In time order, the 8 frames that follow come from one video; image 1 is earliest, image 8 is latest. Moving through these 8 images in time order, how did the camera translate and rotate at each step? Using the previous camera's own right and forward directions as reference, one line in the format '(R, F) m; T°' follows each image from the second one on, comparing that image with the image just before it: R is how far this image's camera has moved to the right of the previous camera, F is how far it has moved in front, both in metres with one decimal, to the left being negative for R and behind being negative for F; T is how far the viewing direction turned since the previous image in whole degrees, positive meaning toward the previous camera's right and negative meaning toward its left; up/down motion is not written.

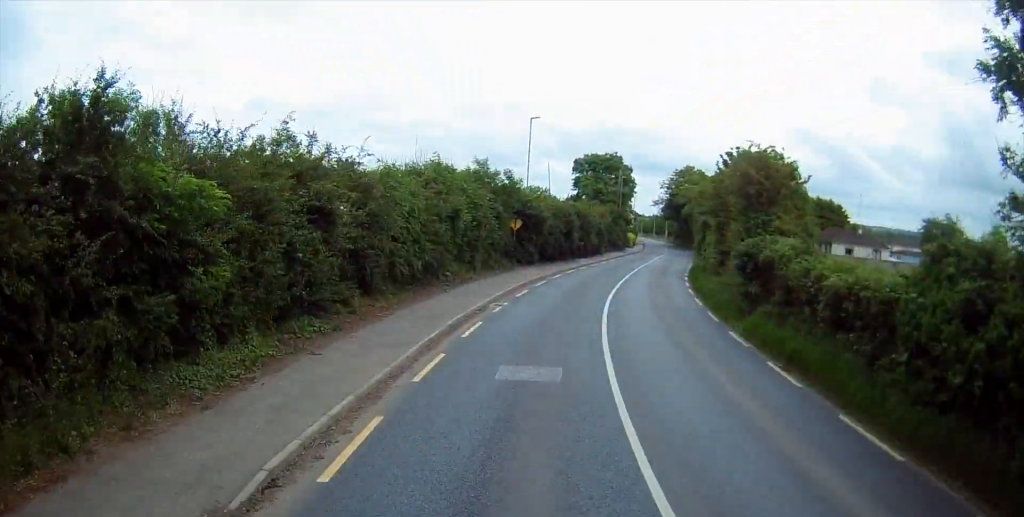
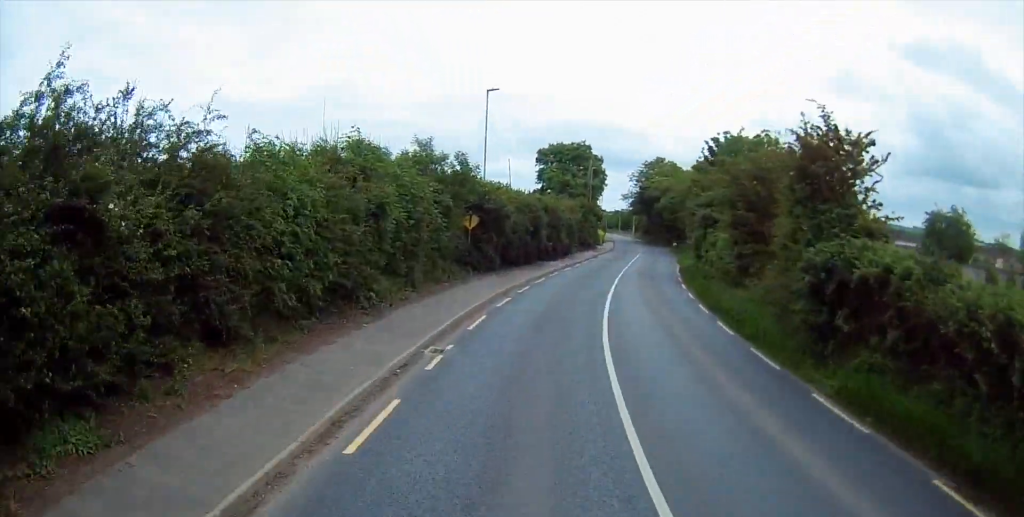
(-0.1, +7.2) m; +3°
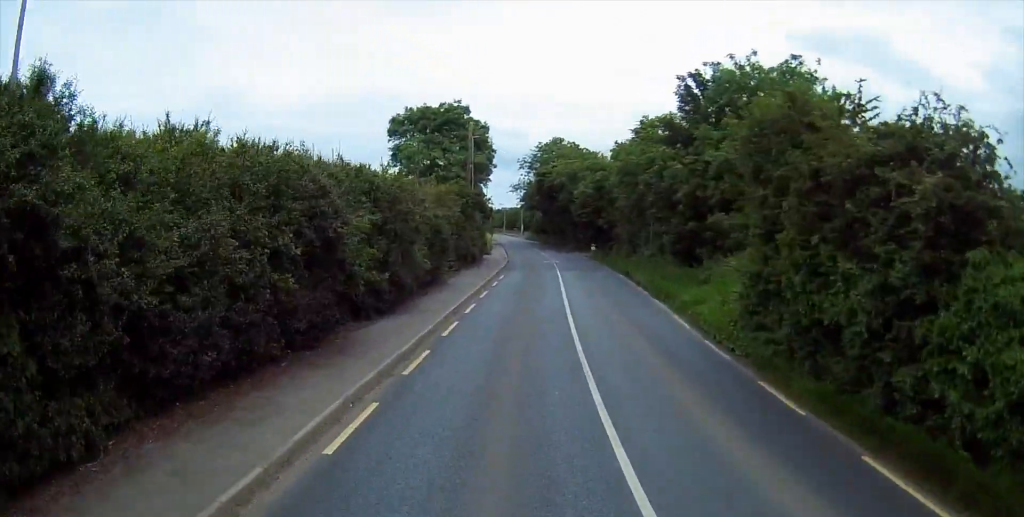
(+2.4, +23.1) m; +11°
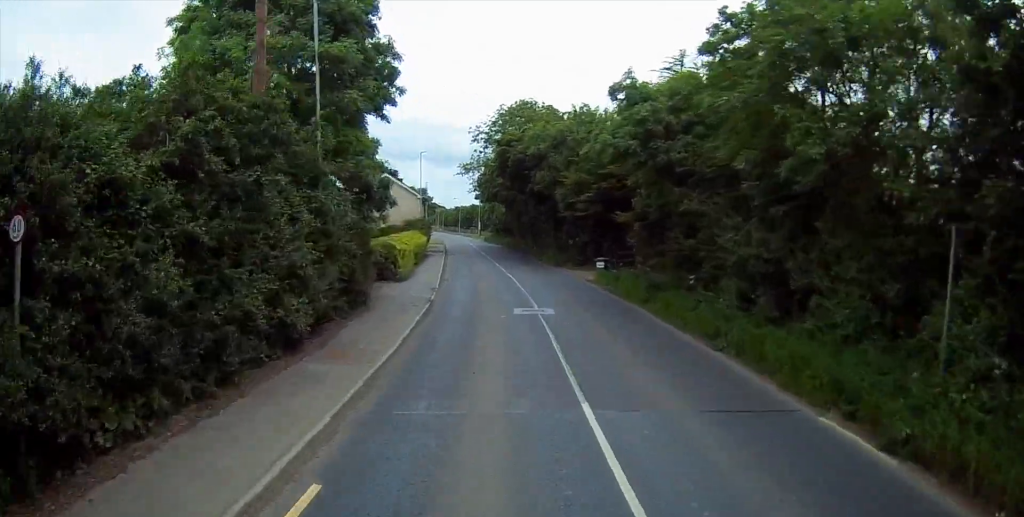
(+1.6, +26.8) m; +4°
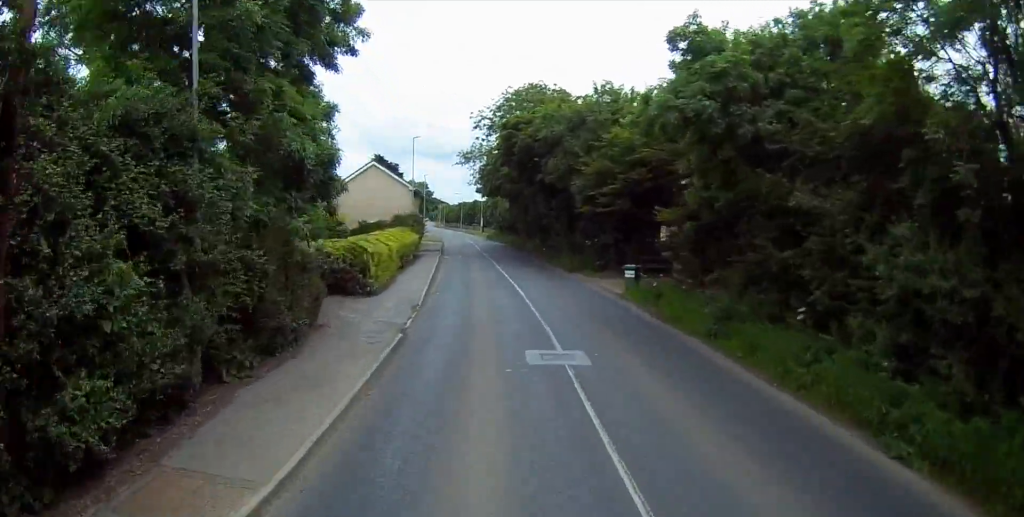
(-0.2, +6.8) m; 0°
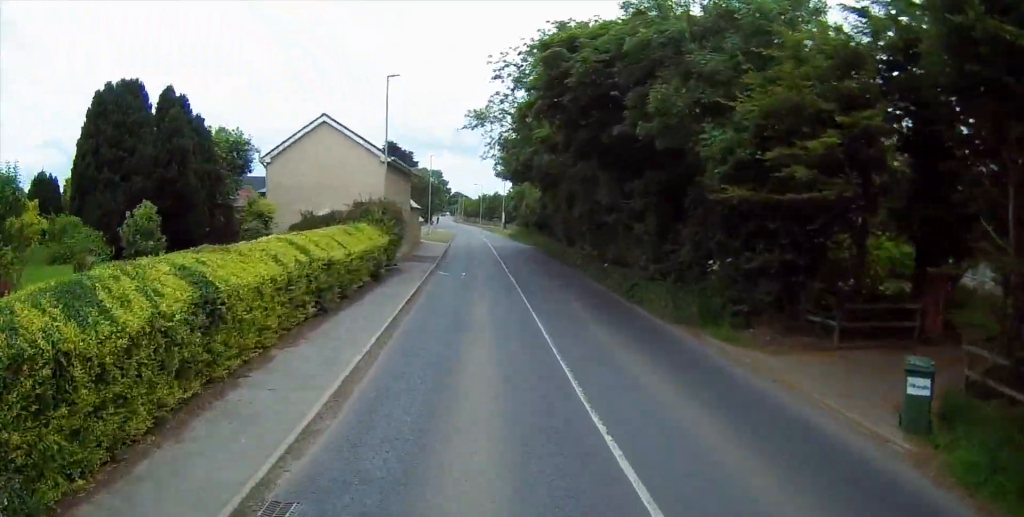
(+0.4, +18.7) m; 0°
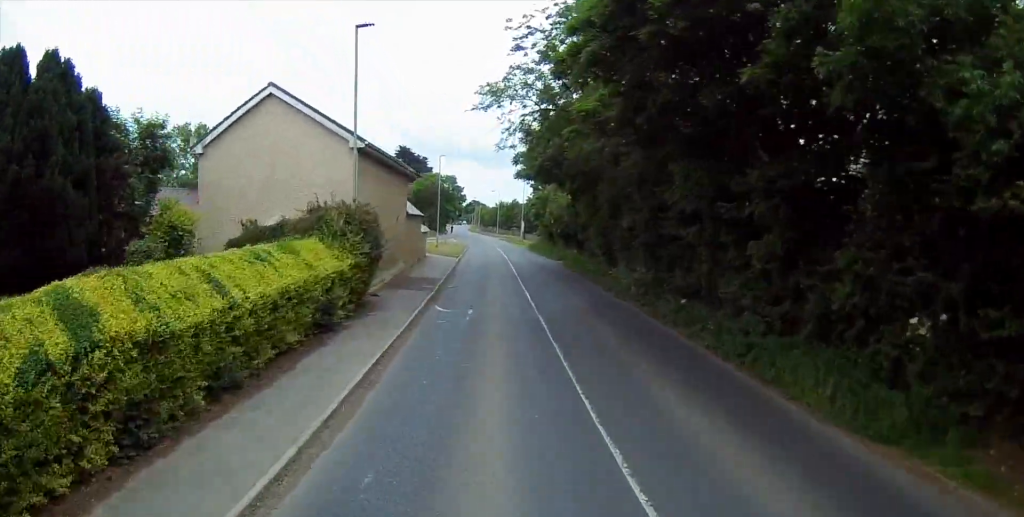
(-0.2, +8.9) m; -1°
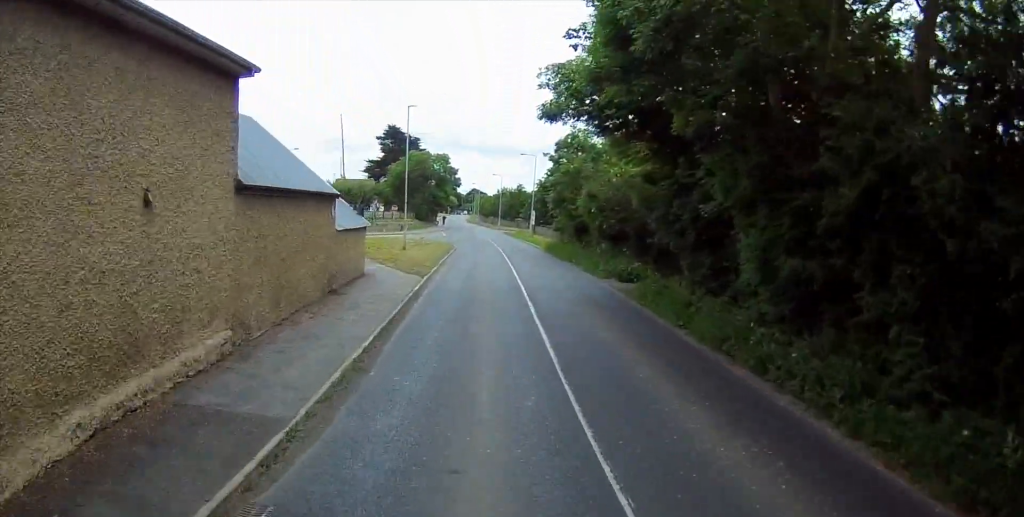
(-0.3, +21.4) m; -3°
